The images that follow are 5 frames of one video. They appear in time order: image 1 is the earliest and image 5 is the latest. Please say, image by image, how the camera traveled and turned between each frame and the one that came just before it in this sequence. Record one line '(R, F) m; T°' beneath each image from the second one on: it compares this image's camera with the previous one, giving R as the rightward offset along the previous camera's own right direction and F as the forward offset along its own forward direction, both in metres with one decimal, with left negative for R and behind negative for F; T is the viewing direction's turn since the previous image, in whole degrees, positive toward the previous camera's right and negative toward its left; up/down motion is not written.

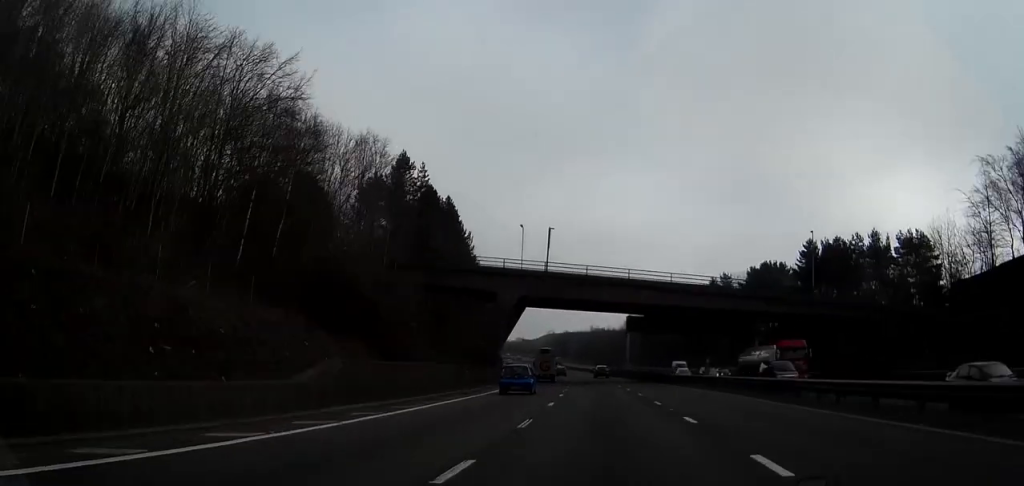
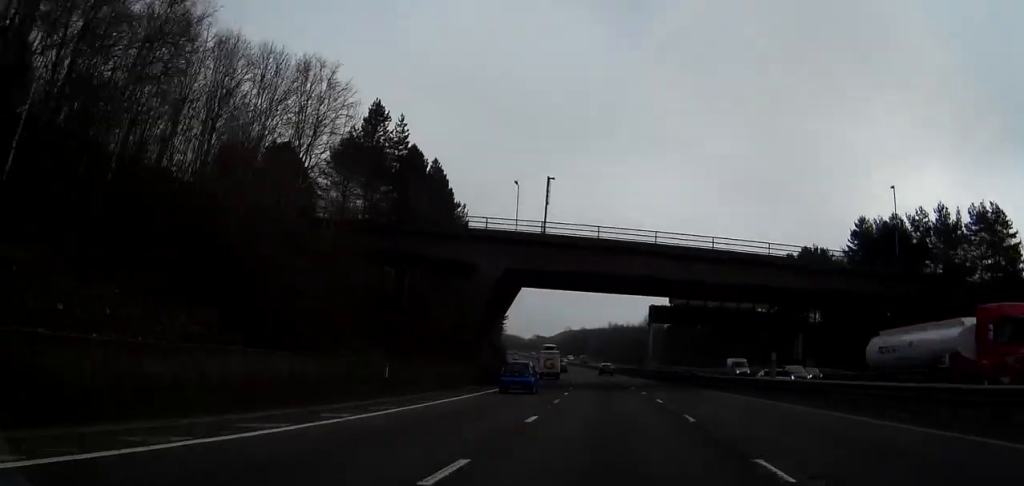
(-0.1, +17.4) m; -1°
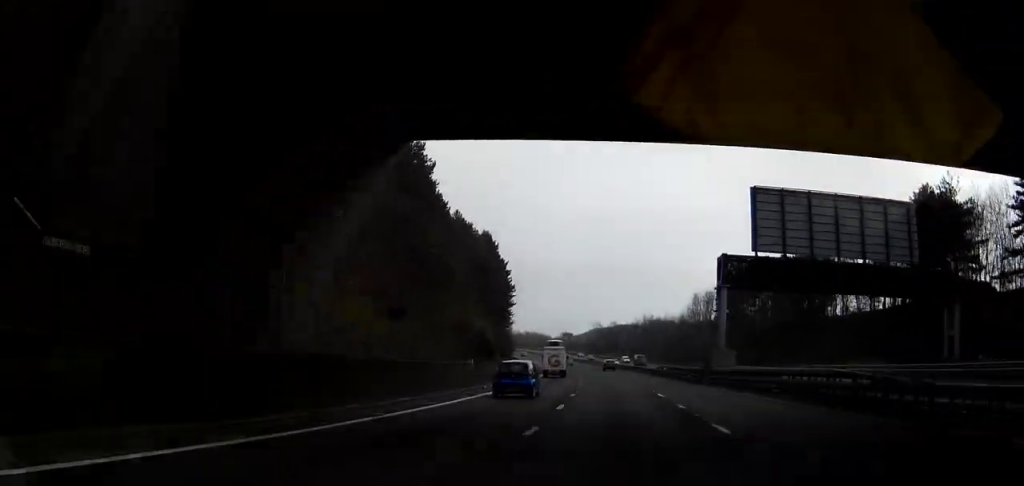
(-0.5, +39.3) m; -1°
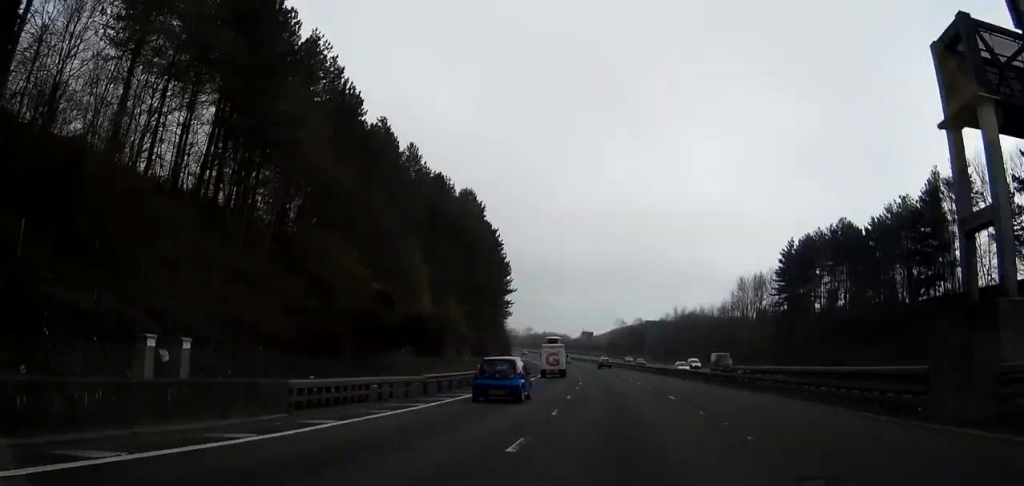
(-0.3, +36.2) m; -2°
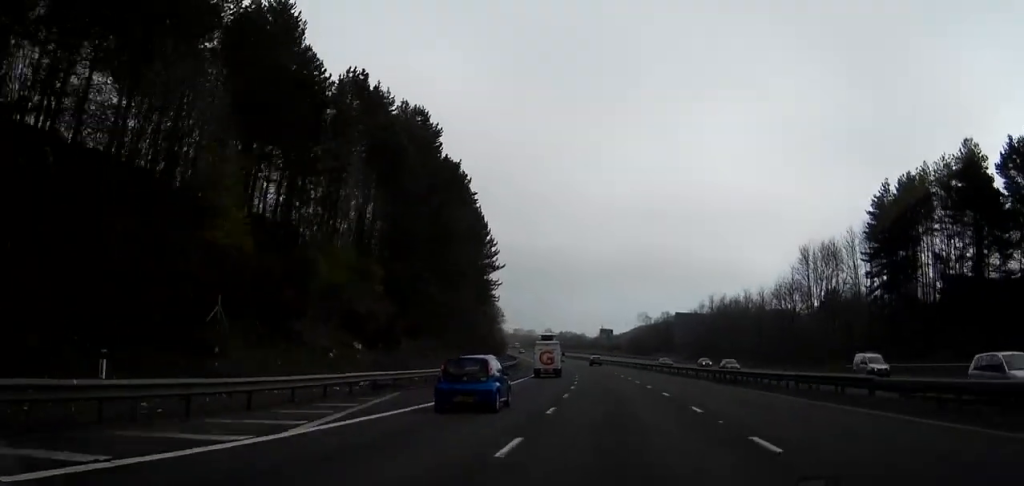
(-1.6, +36.6) m; -4°
